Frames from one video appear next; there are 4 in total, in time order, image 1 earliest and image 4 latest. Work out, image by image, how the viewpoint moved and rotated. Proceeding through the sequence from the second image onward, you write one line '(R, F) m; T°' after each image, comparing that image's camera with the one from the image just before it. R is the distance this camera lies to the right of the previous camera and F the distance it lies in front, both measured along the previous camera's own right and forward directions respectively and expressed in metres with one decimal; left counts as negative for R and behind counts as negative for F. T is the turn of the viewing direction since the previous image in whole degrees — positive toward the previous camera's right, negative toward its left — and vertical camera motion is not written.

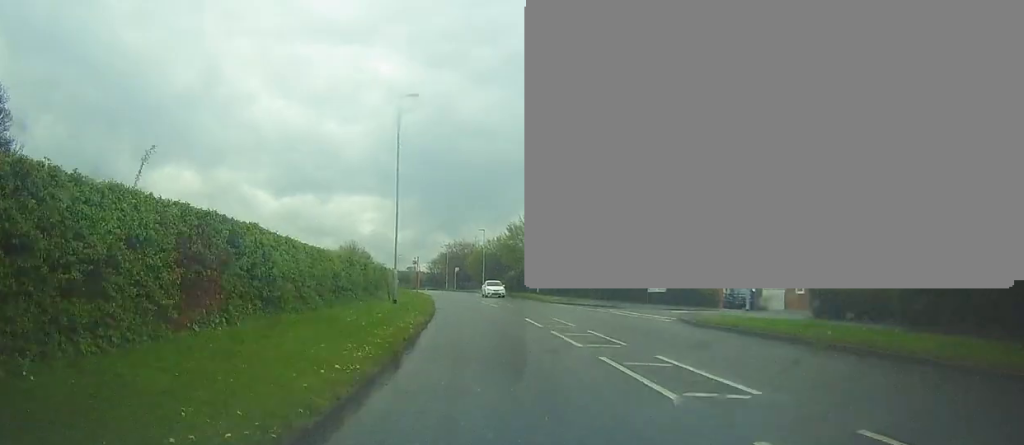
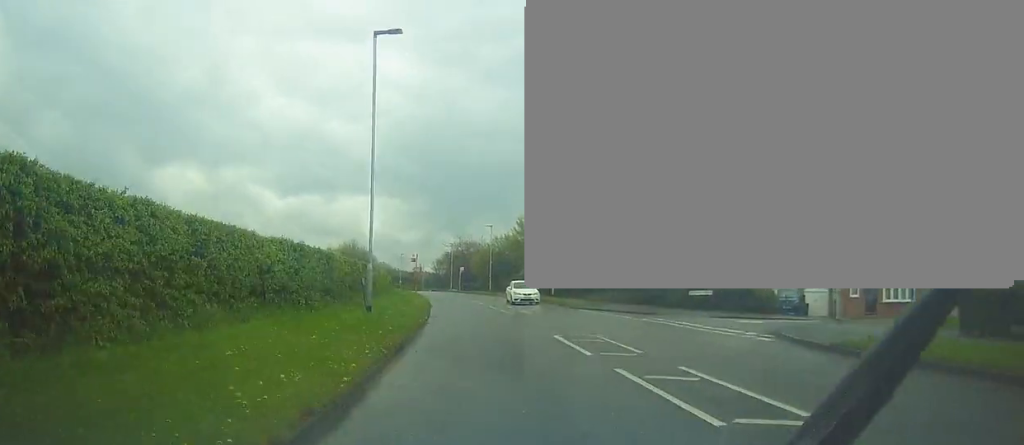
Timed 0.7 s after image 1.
(+0.2, +7.4) m; 0°
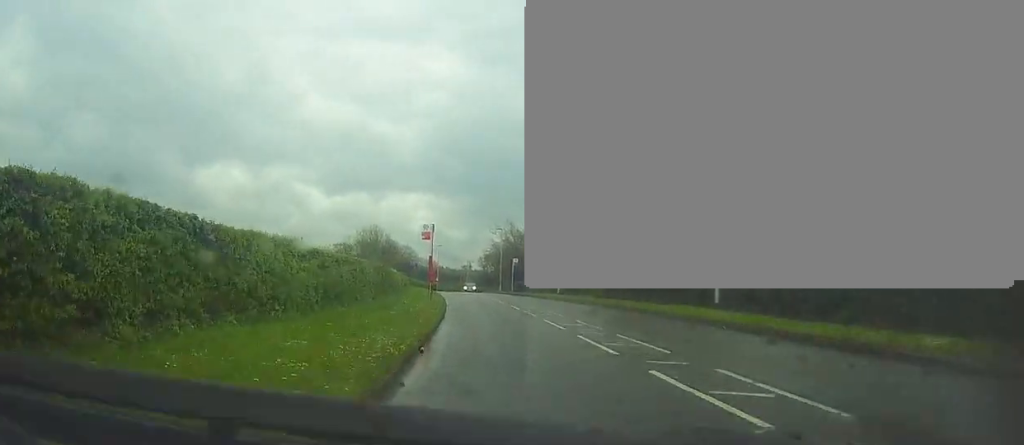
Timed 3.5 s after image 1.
(-0.7, +28.4) m; -2°
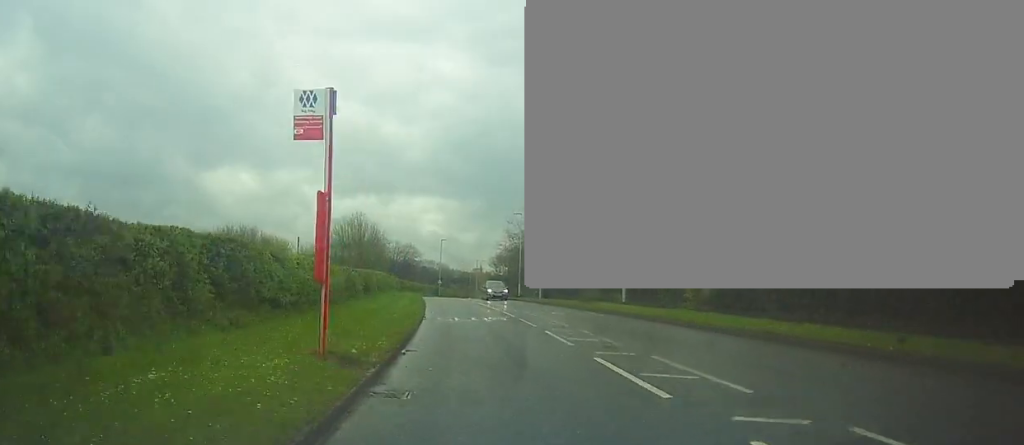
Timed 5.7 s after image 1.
(-0.4, +22.2) m; -1°
